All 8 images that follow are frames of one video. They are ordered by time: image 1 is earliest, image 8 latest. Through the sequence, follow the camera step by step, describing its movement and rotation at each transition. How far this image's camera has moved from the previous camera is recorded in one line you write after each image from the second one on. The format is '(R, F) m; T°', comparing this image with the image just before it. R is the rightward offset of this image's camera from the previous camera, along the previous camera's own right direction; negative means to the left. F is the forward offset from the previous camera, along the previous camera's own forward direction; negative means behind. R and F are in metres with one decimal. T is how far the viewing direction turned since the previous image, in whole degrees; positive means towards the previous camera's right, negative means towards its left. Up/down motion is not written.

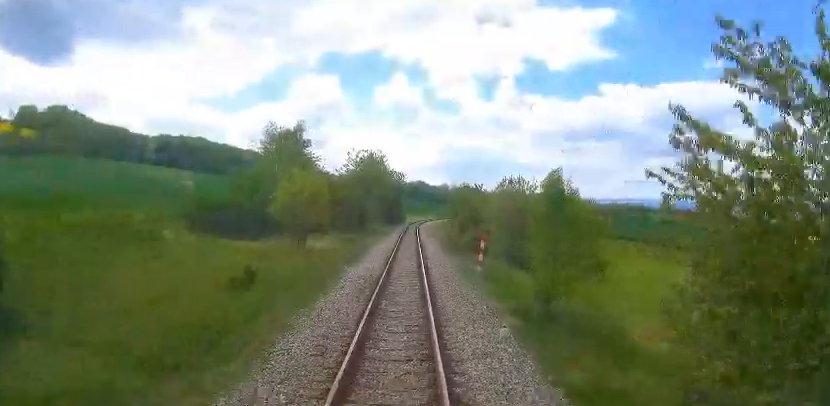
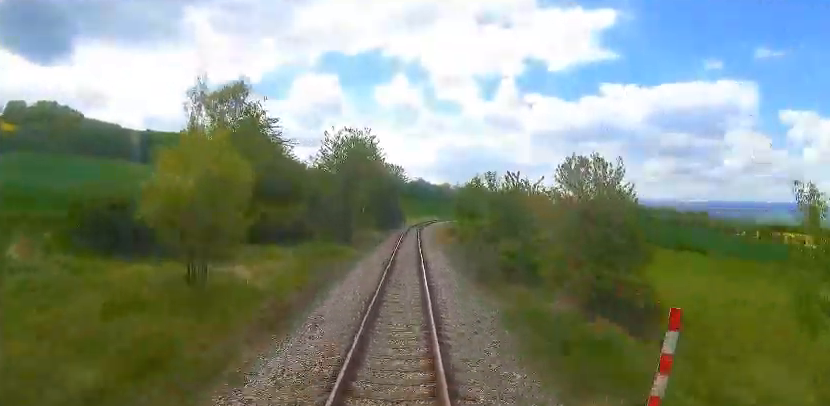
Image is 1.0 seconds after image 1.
(-0.4, +12.9) m; 0°
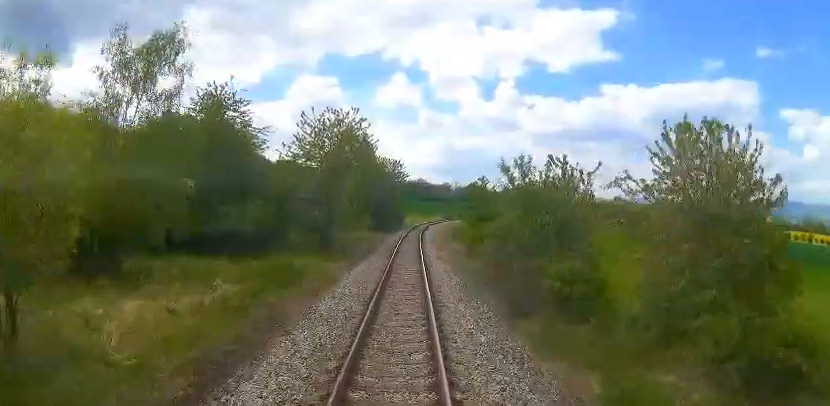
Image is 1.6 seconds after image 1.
(+0.1, +7.7) m; +1°
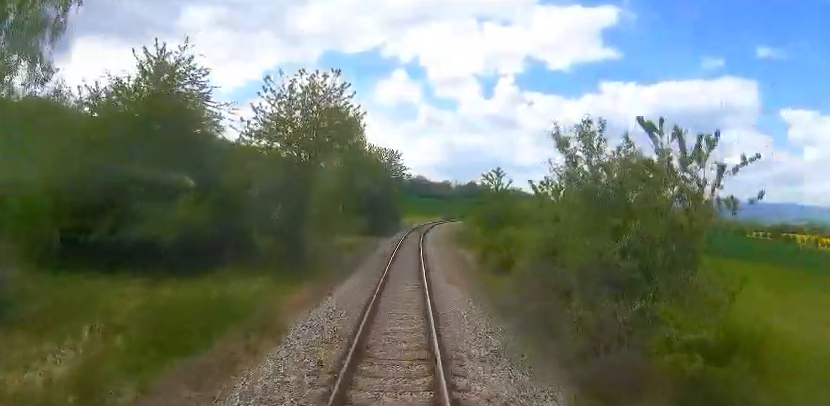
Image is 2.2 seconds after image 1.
(+0.2, +7.2) m; +1°
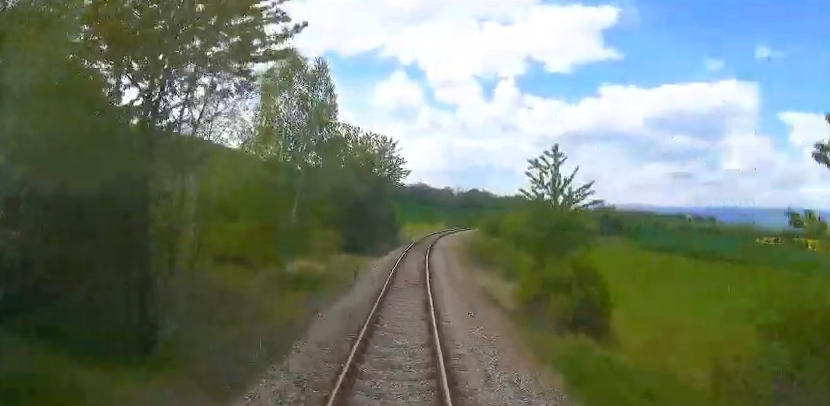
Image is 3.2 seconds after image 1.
(0.0, +13.1) m; 0°
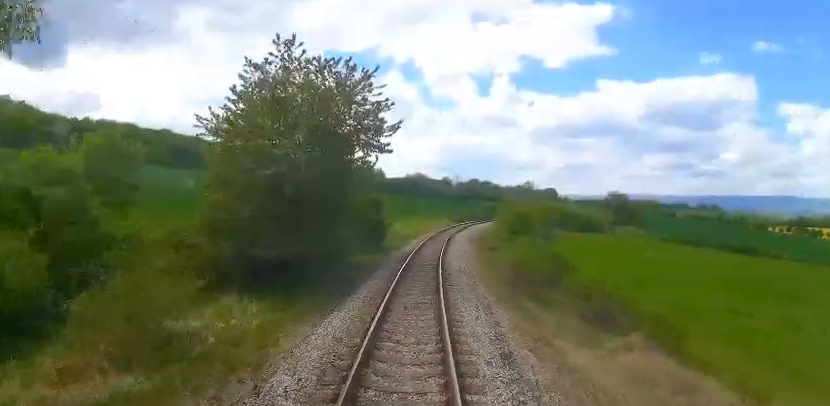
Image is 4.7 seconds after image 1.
(-0.1, +18.6) m; 0°
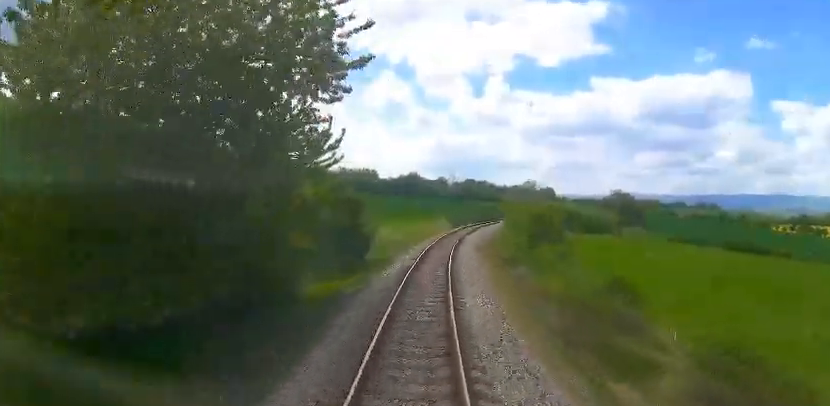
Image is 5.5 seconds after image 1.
(0.0, +10.1) m; 0°
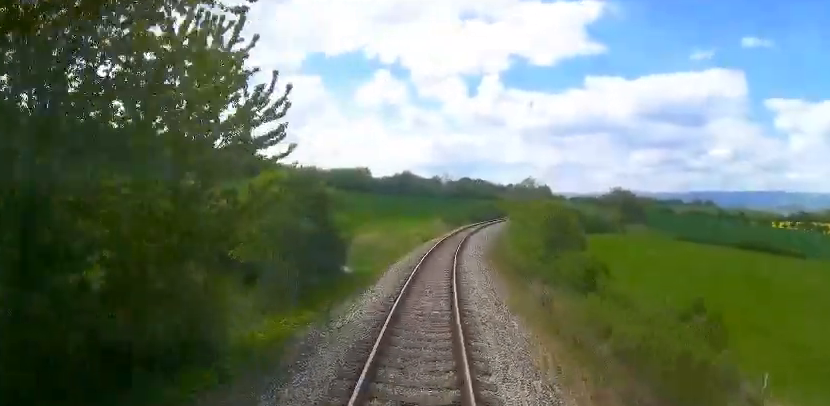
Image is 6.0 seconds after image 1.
(0.0, +6.2) m; 0°
